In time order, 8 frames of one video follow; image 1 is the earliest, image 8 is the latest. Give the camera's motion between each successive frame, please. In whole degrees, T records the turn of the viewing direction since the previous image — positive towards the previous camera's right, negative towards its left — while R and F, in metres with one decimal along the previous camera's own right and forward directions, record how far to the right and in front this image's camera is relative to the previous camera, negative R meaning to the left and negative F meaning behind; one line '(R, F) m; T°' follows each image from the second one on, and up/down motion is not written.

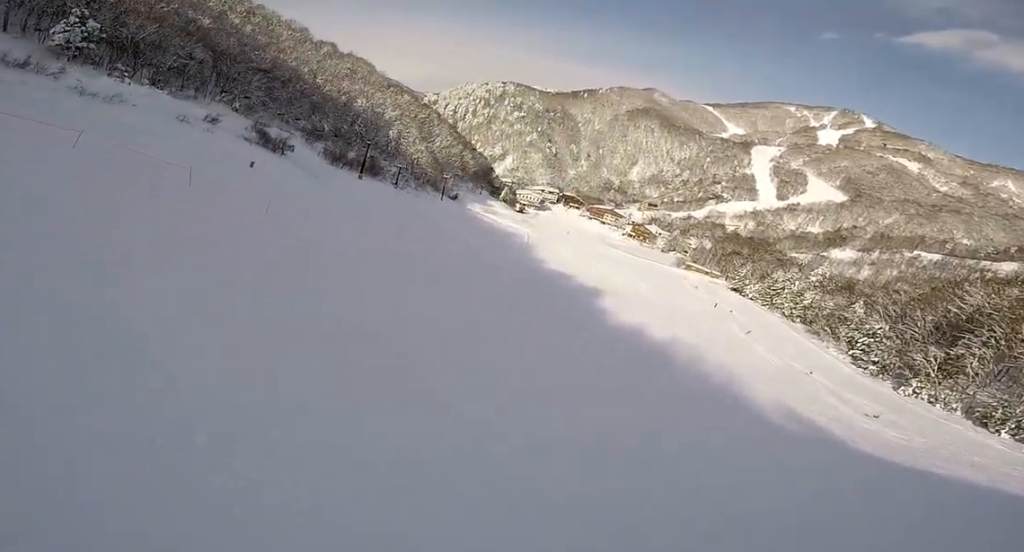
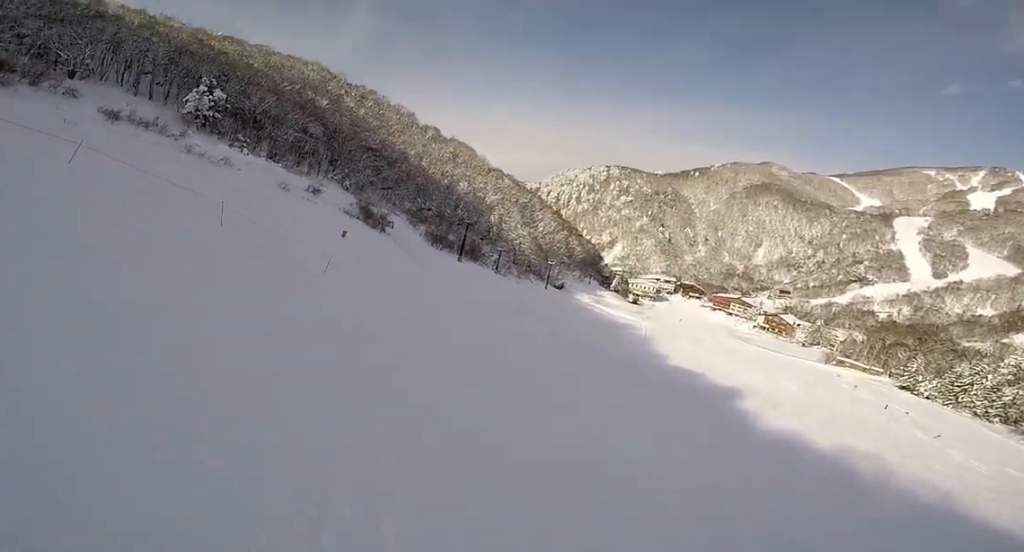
(-1.7, +7.1) m; -26°
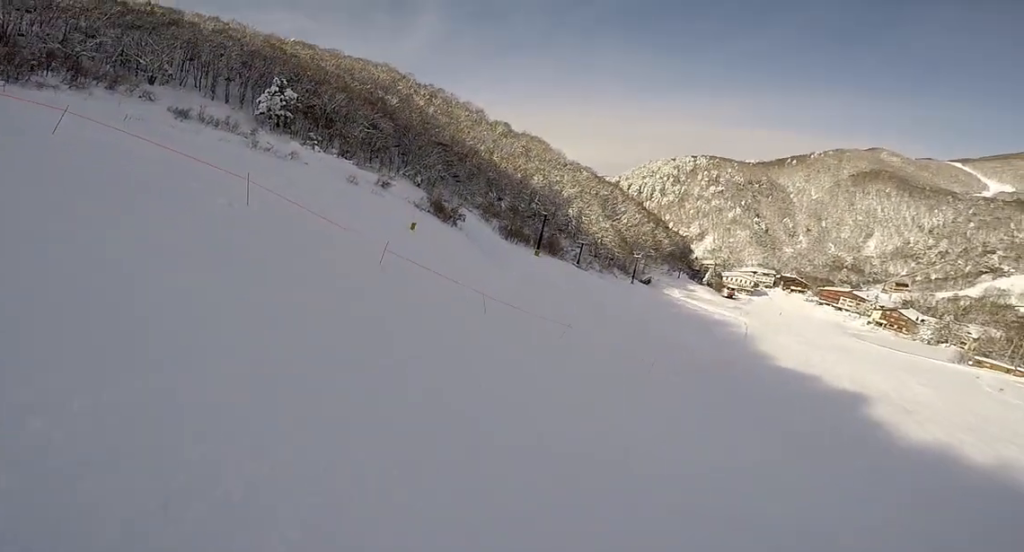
(-0.8, +4.8) m; -1°
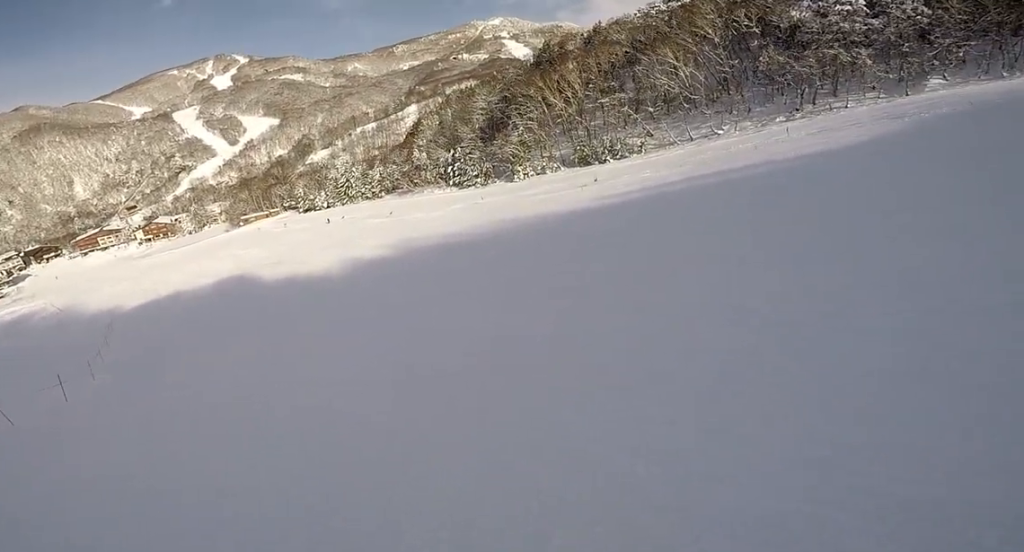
(+14.1, +16.3) m; +78°
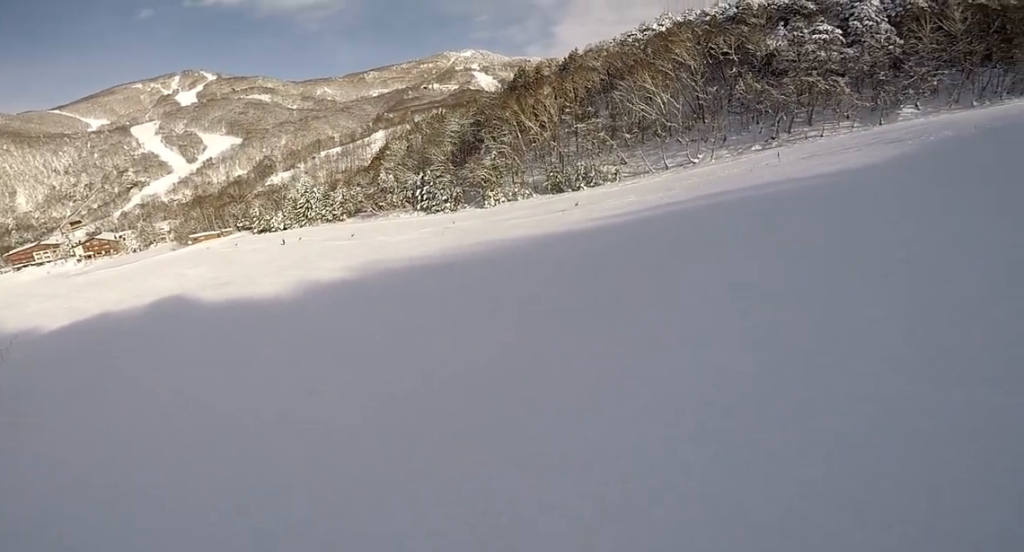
(+0.7, +6.2) m; +6°
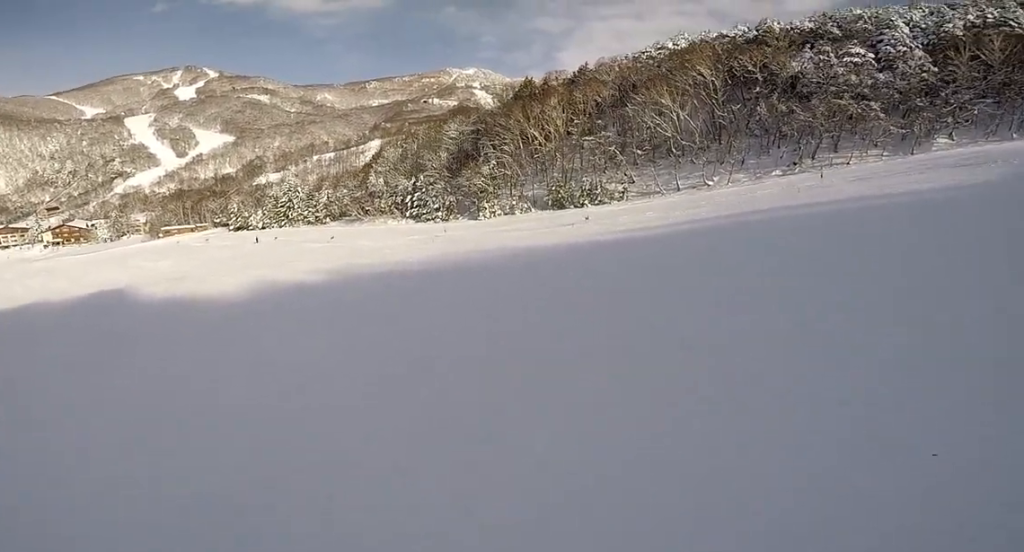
(+0.3, +8.4) m; -7°
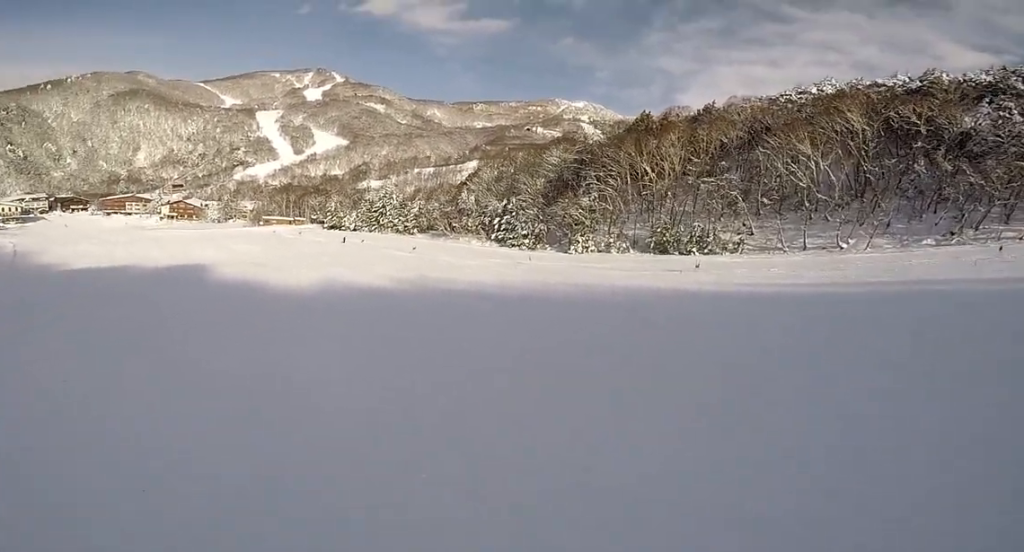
(-0.2, +4.2) m; -9°
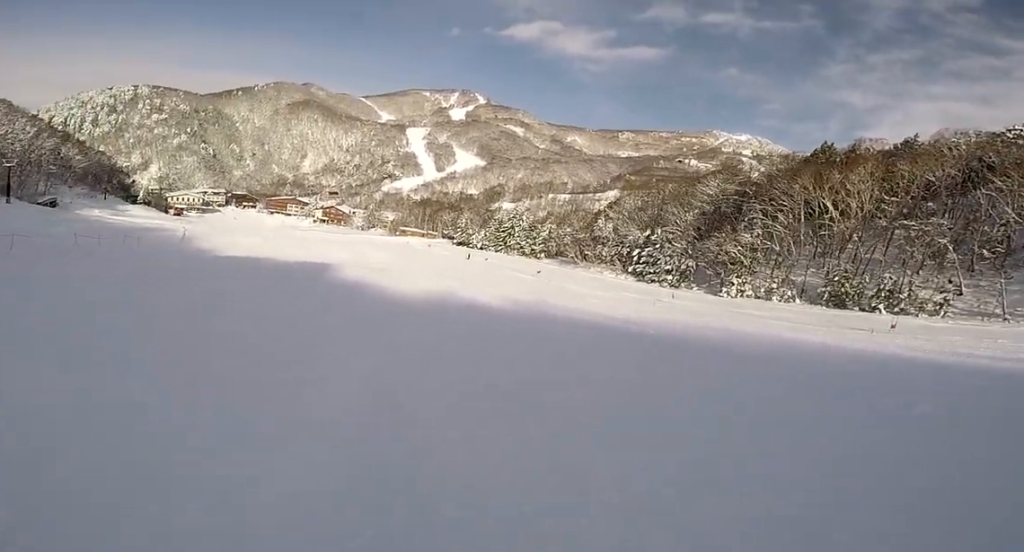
(0.0, +3.8) m; -8°
